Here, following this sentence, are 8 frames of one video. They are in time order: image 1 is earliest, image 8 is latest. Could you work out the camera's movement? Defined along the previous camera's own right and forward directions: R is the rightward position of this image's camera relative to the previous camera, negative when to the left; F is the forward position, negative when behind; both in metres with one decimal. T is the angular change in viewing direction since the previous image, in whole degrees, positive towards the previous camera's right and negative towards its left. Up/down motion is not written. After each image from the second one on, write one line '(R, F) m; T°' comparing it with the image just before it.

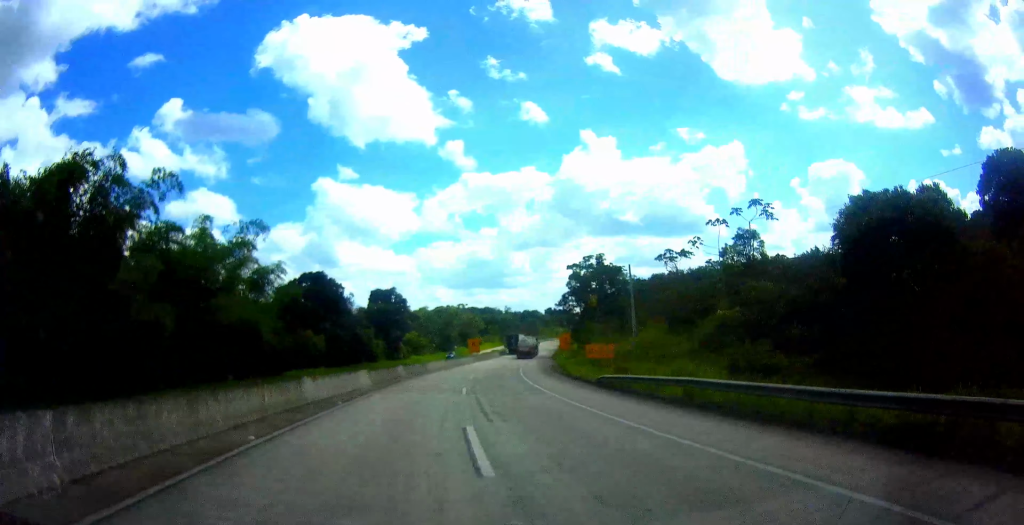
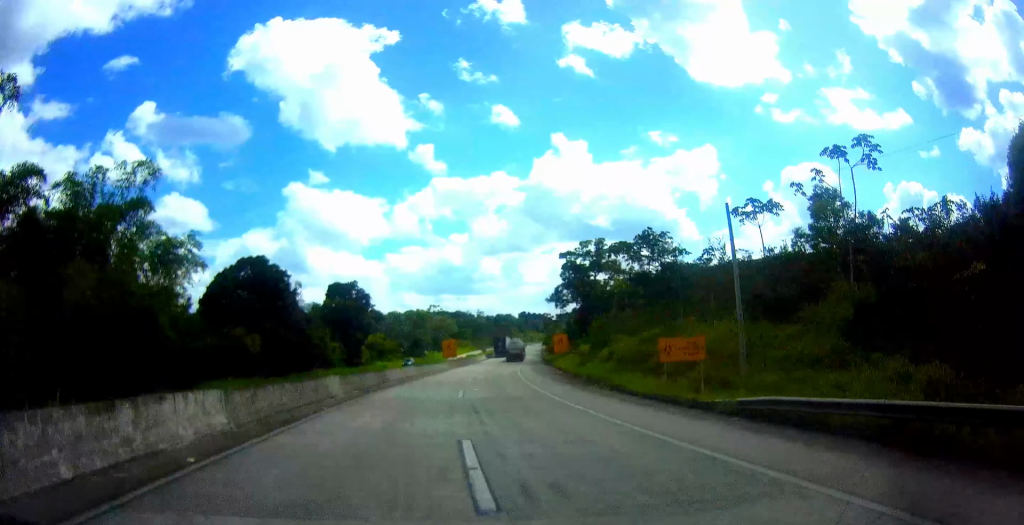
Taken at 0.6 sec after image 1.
(+1.1, +17.5) m; +4°
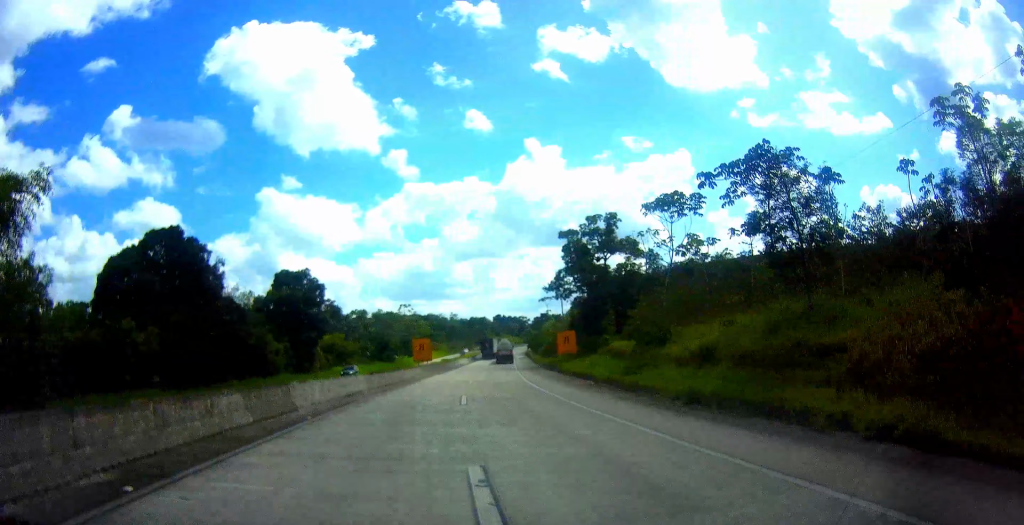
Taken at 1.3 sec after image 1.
(+0.5, +18.7) m; +2°
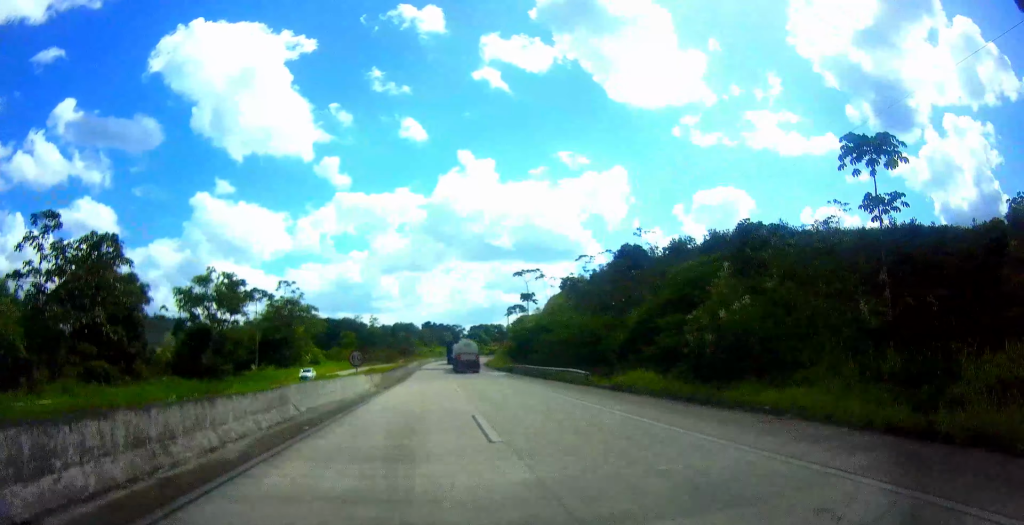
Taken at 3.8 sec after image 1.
(+5.7, +72.2) m; +10°
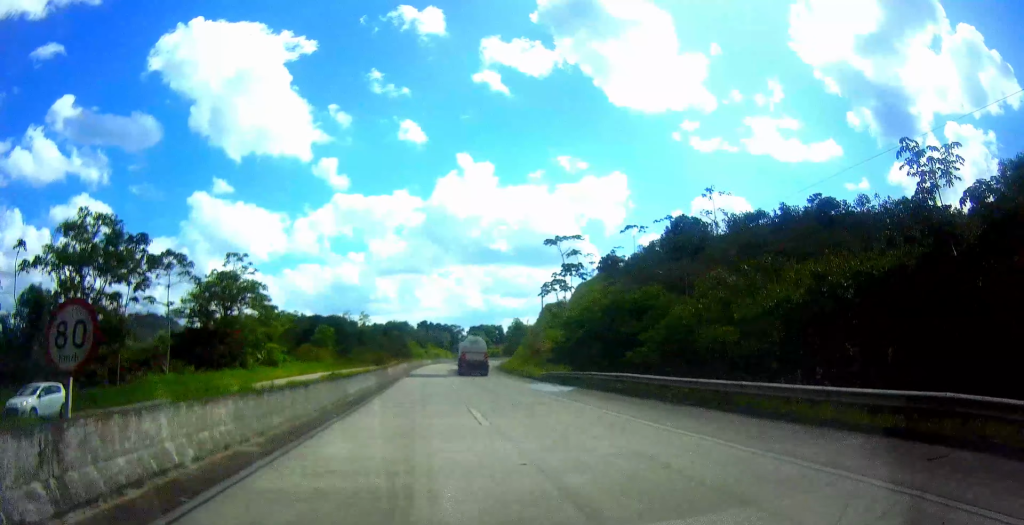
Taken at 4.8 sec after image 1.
(+0.6, +29.1) m; +1°
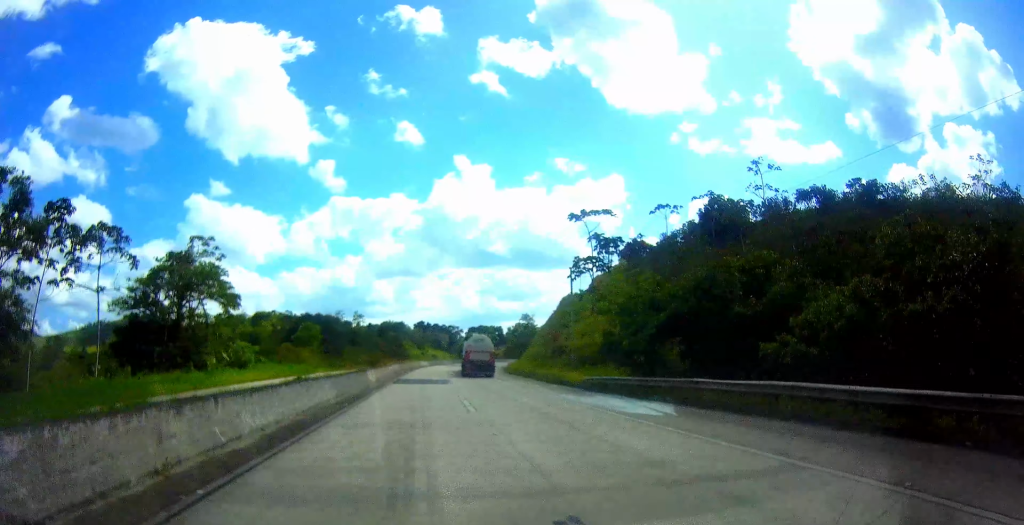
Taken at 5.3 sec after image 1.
(0.0, +13.4) m; 0°
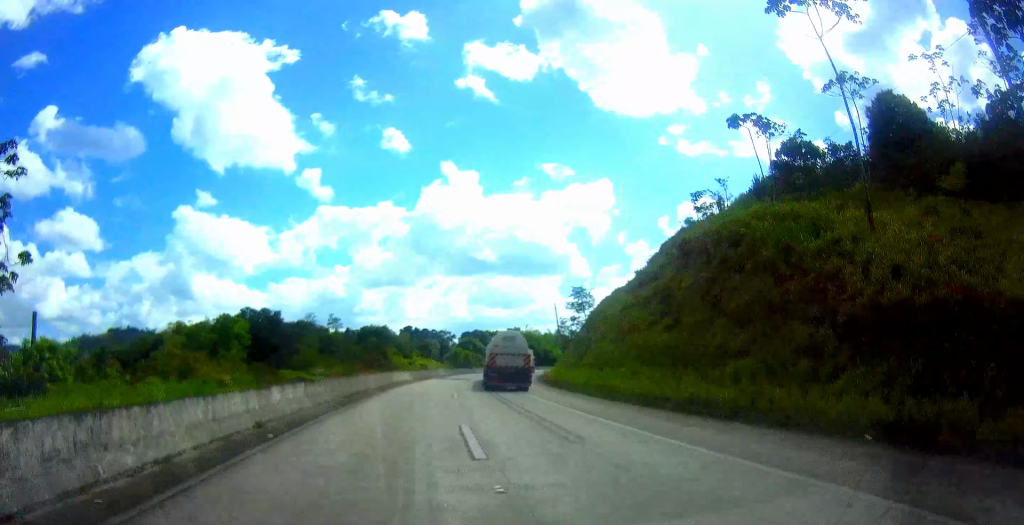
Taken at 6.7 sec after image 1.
(+0.5, +40.1) m; +1°
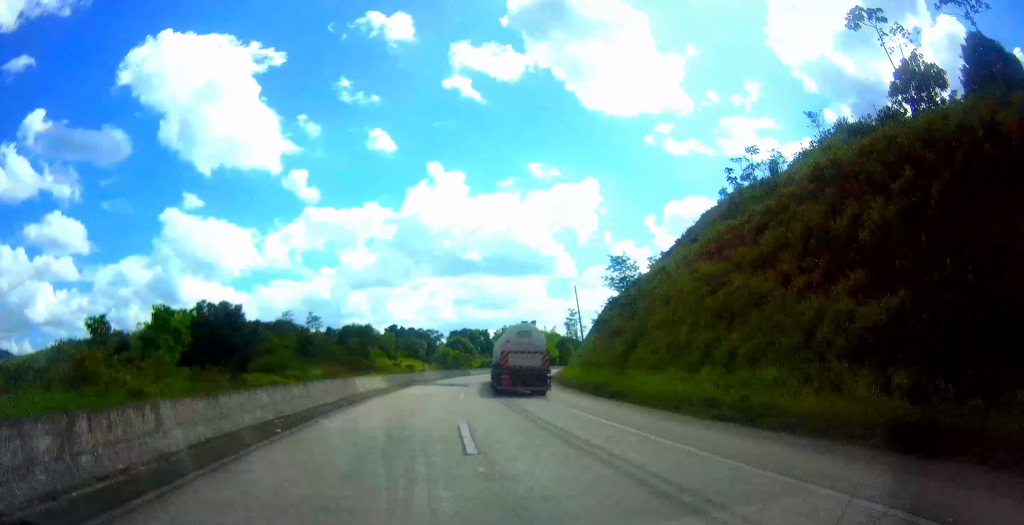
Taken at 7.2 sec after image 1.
(0.0, +15.8) m; +1°
